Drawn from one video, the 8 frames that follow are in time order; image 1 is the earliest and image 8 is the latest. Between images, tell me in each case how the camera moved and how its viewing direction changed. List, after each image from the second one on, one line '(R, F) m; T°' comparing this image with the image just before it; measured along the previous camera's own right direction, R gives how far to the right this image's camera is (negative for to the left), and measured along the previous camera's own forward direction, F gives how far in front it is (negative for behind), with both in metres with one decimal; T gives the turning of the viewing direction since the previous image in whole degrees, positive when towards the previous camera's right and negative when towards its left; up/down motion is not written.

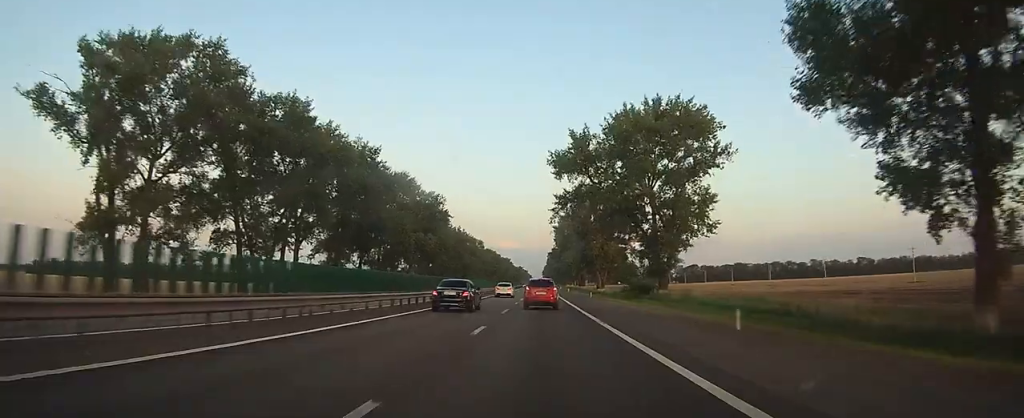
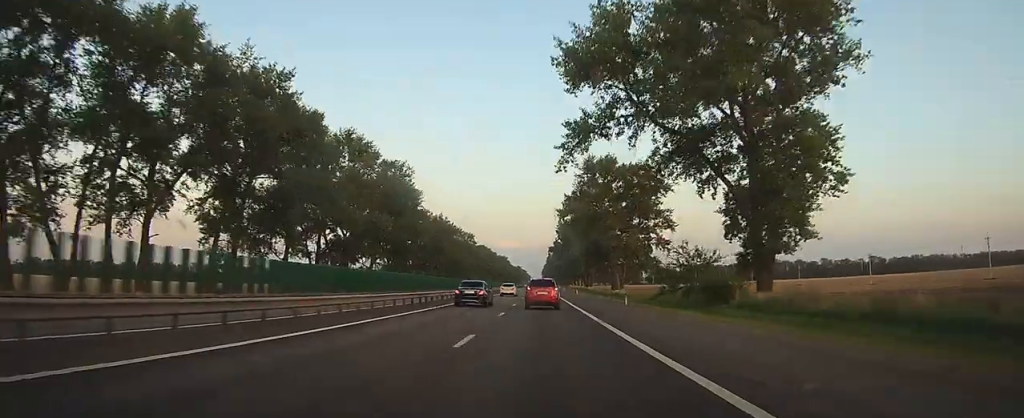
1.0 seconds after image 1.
(0.0, +29.8) m; 0°
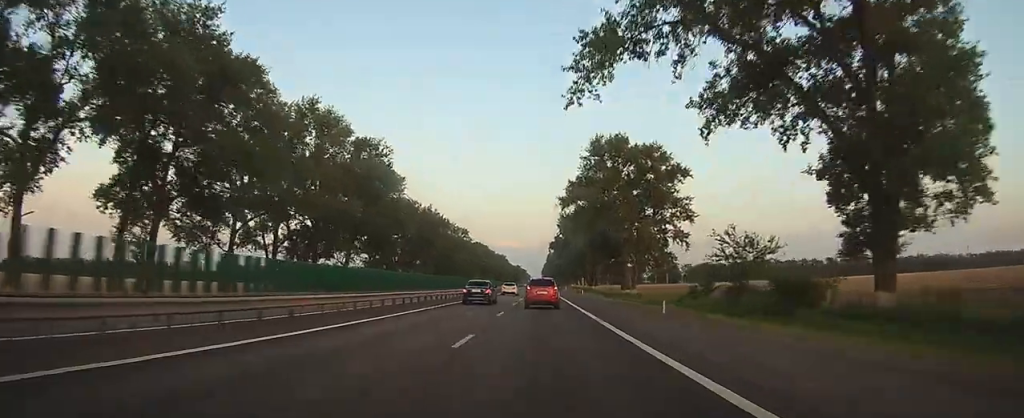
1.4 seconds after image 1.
(0.0, +13.1) m; 0°
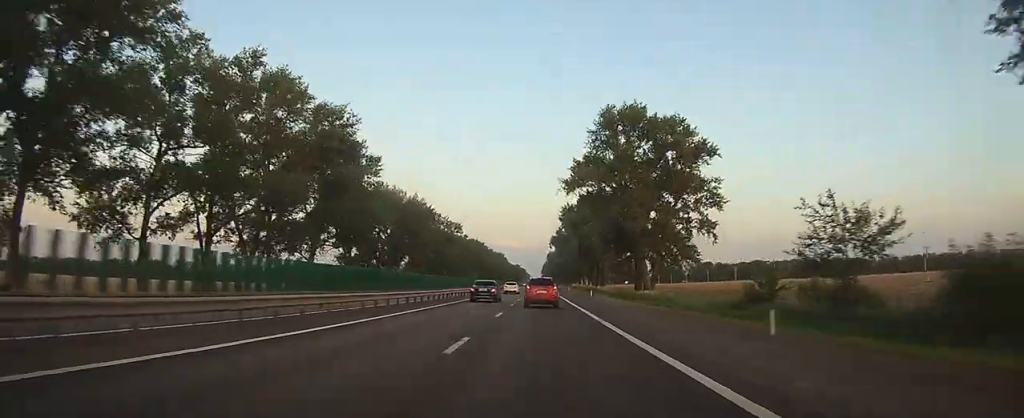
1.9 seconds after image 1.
(0.0, +13.7) m; 0°
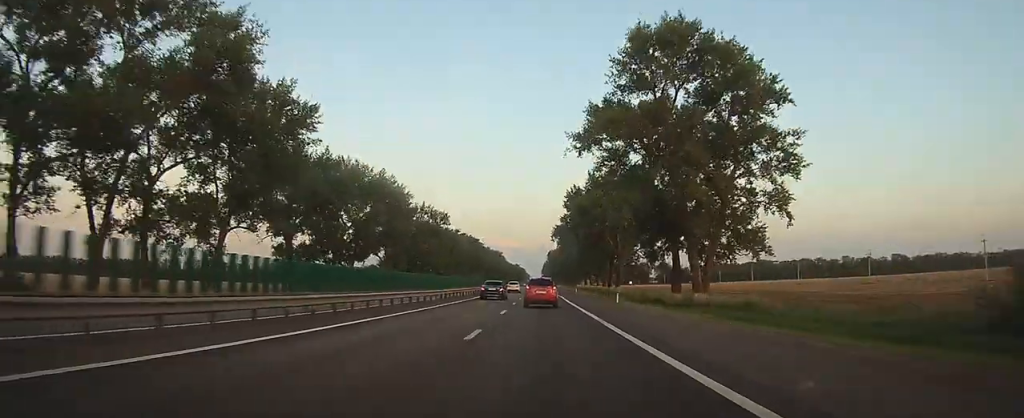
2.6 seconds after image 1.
(0.0, +22.2) m; 0°
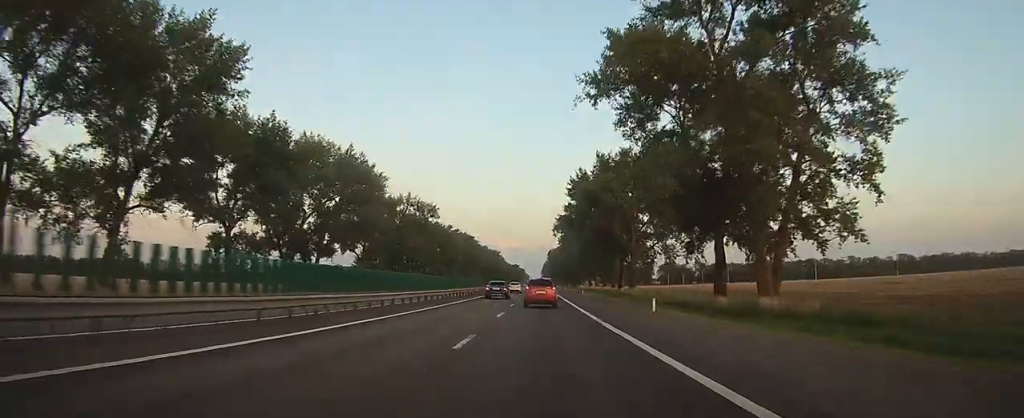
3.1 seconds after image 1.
(0.0, +14.1) m; 0°
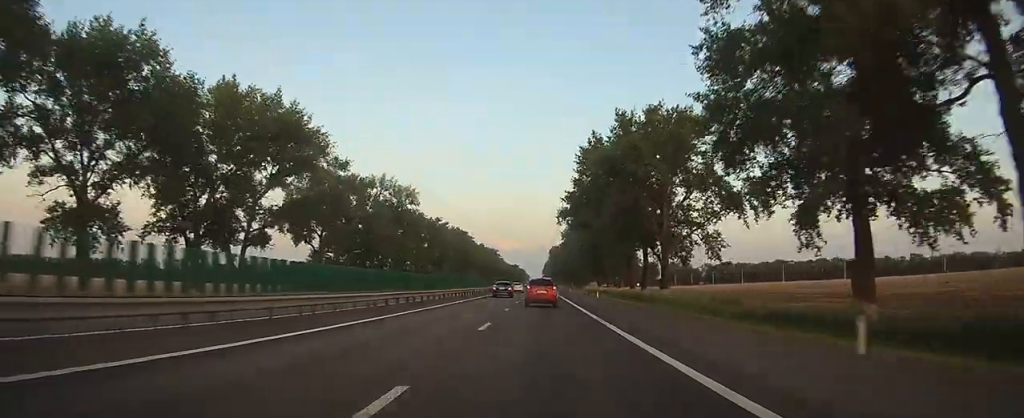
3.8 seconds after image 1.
(0.0, +19.6) m; 0°
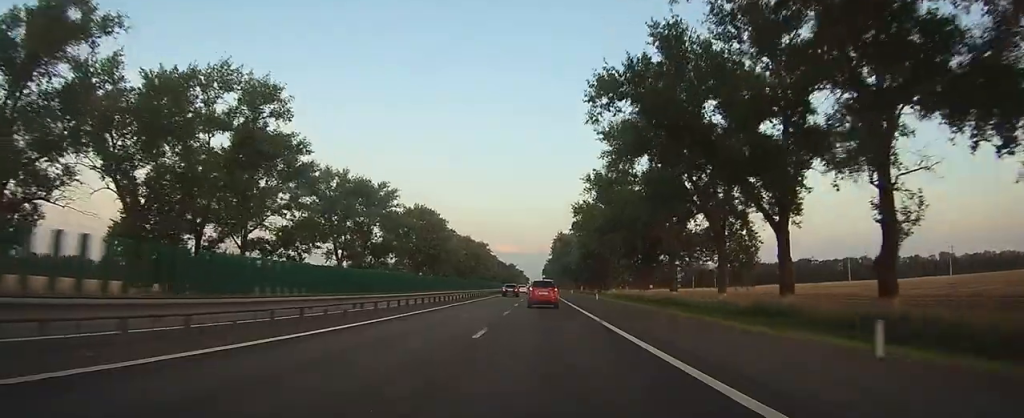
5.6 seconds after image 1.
(-0.2, +49.8) m; 0°
